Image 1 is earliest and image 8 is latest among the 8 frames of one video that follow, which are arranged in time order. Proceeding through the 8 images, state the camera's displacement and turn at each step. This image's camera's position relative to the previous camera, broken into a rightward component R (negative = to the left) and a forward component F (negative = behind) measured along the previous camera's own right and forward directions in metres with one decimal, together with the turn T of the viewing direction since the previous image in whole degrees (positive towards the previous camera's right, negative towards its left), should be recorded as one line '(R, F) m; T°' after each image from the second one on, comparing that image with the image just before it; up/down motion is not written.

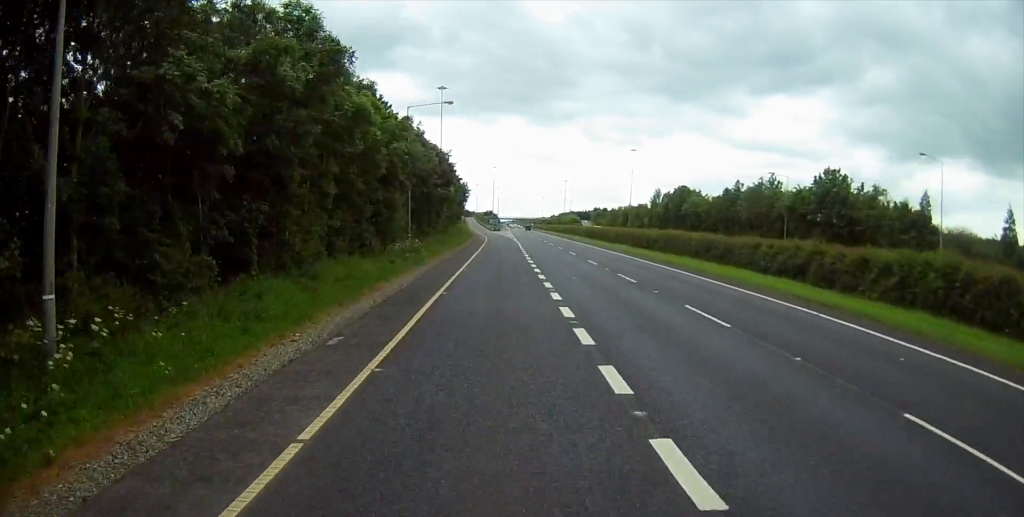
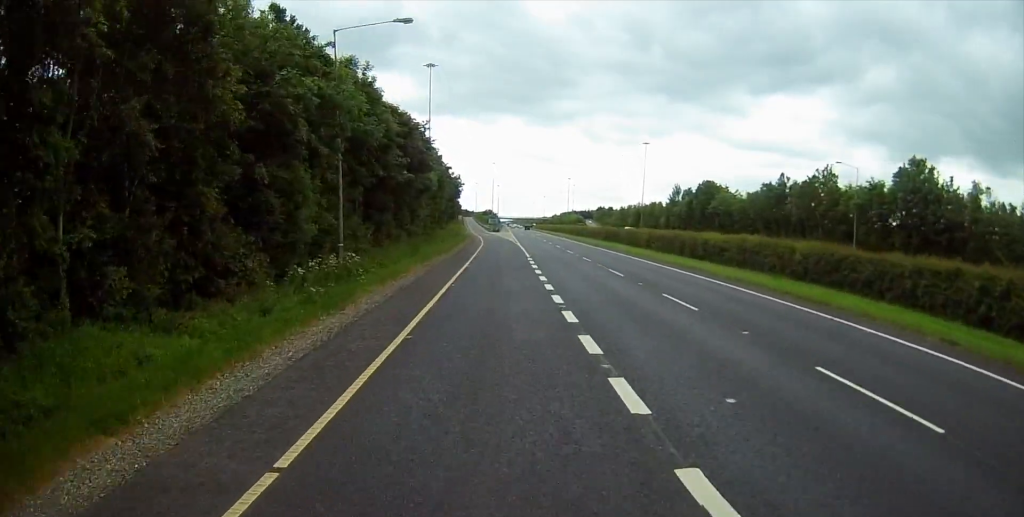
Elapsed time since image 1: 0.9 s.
(0.0, +20.9) m; 0°
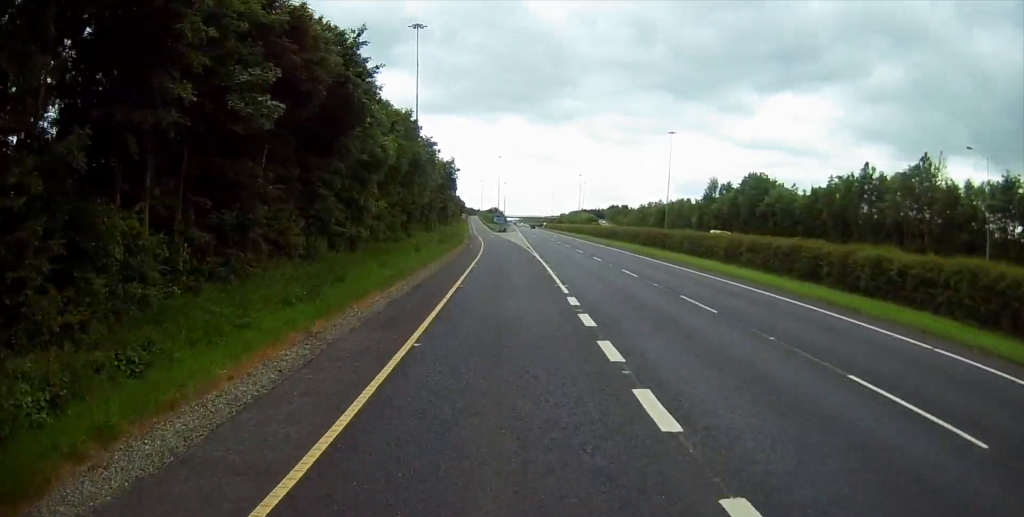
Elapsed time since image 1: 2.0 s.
(+0.1, +24.7) m; 0°
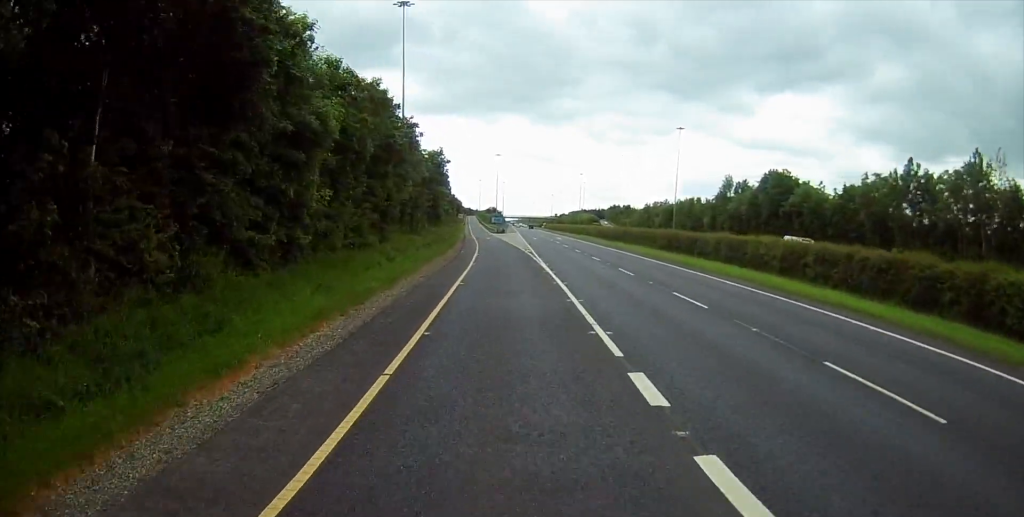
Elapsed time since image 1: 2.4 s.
(0.0, +10.8) m; 0°
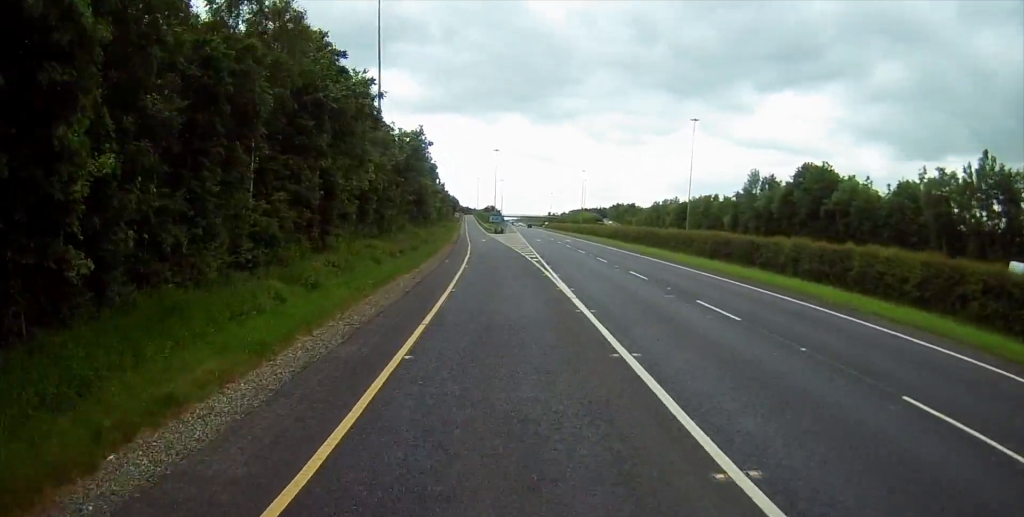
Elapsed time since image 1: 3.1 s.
(0.0, +14.7) m; 0°
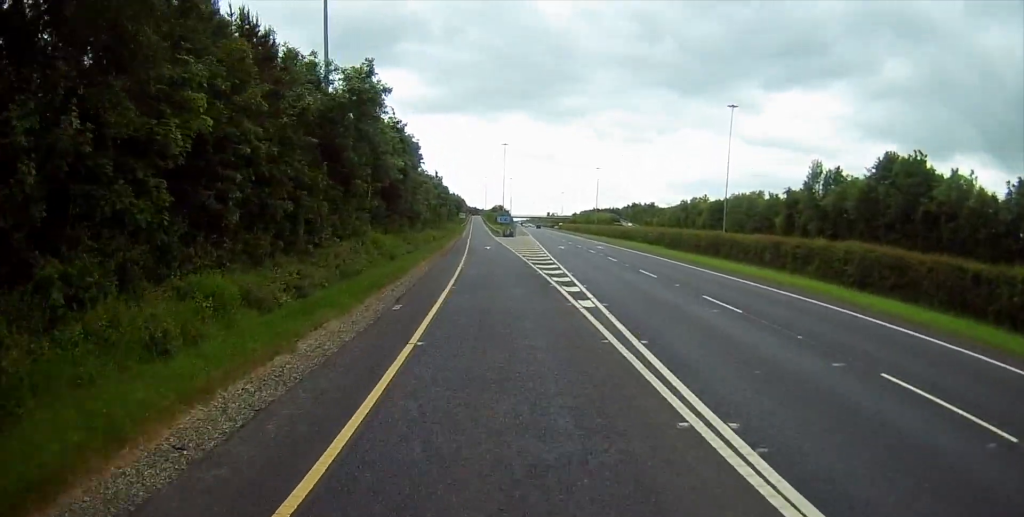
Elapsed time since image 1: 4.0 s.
(0.0, +22.5) m; 0°
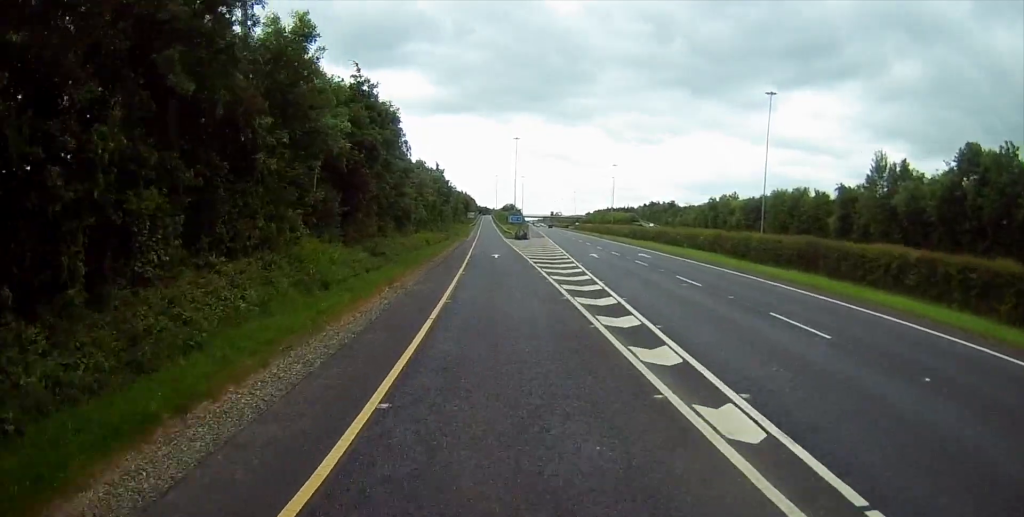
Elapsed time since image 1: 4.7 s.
(+0.1, +16.2) m; -1°
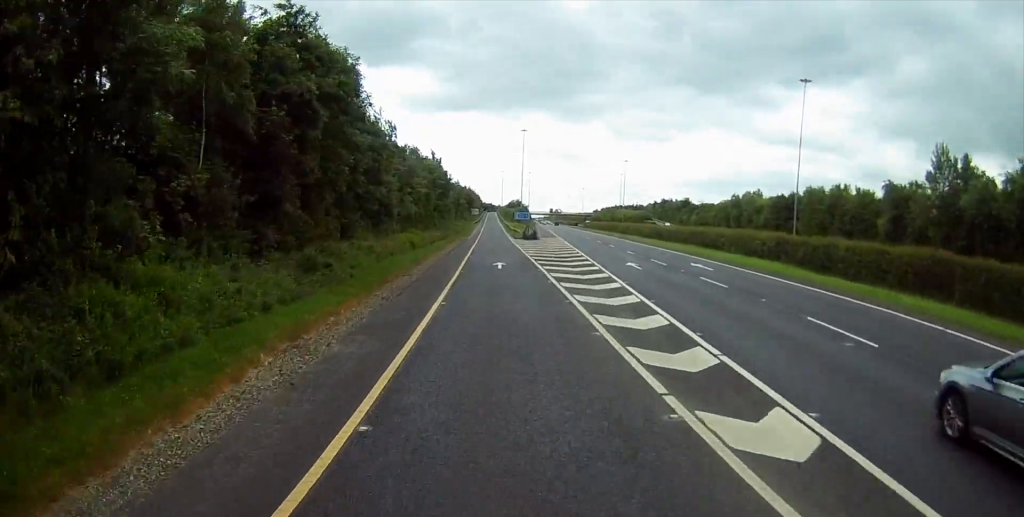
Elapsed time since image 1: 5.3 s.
(-0.1, +13.2) m; -1°
